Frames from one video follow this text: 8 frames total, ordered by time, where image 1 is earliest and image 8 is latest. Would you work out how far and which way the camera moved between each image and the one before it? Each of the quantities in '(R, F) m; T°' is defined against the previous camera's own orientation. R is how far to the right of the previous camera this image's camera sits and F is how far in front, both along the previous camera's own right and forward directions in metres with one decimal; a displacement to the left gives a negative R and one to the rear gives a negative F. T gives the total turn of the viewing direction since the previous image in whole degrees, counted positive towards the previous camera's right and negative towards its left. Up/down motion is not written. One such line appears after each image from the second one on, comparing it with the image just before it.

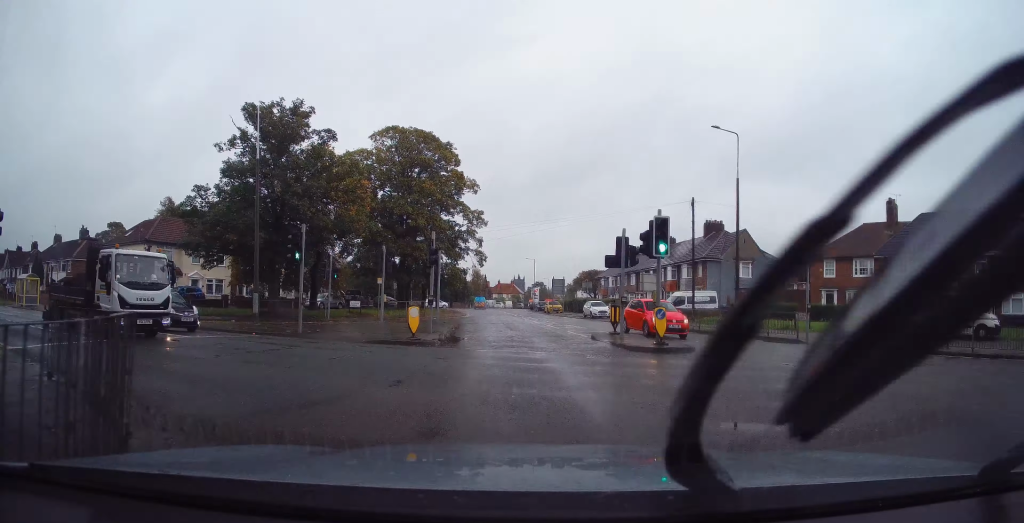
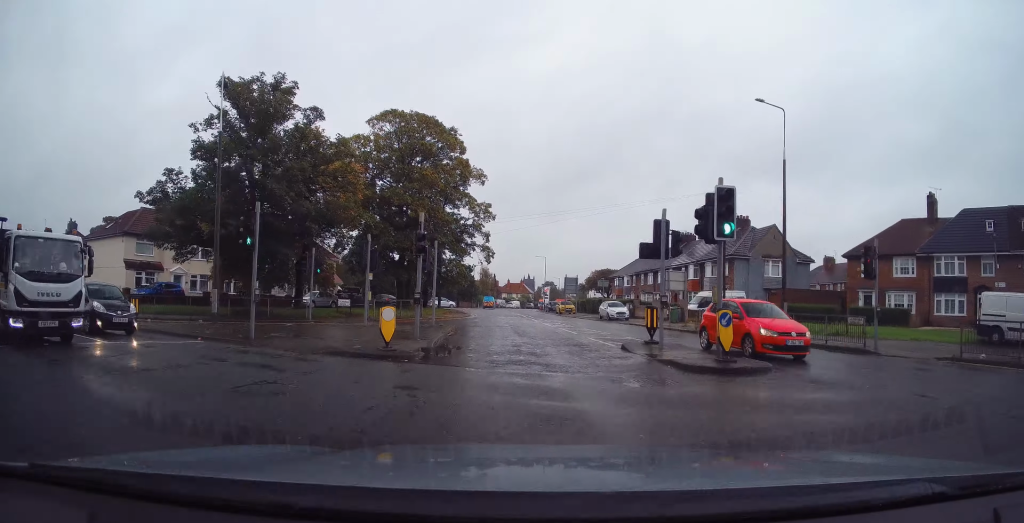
(+0.1, +4.0) m; 0°
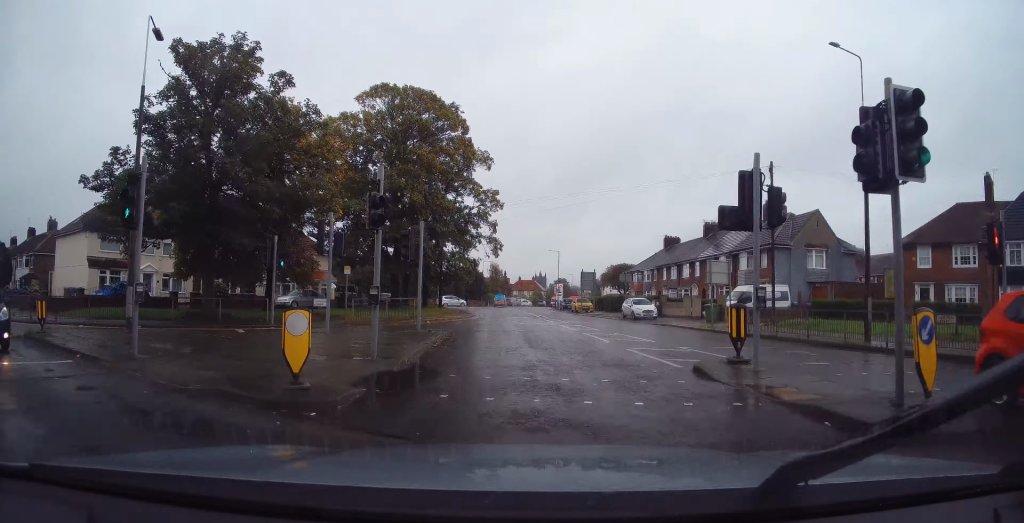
(-0.2, +5.4) m; -3°
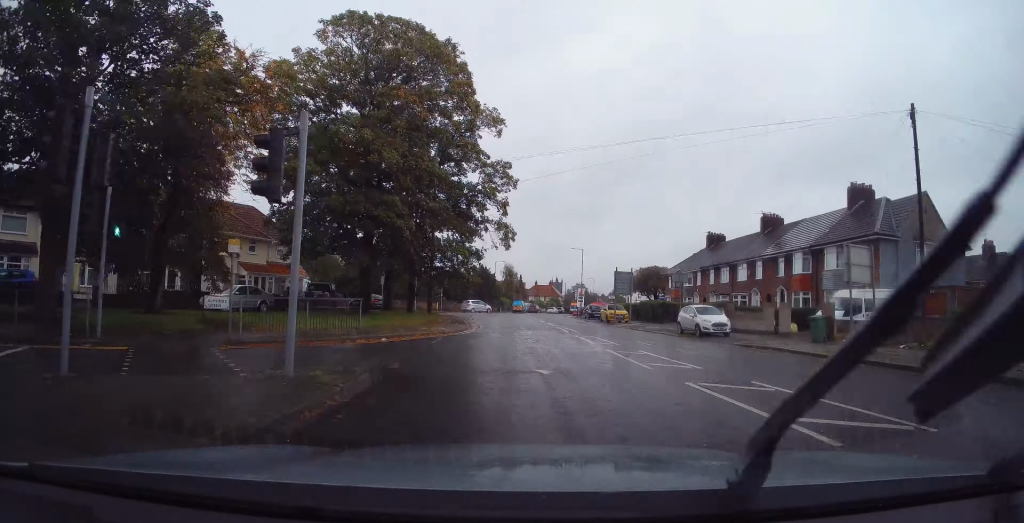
(-0.5, +11.0) m; -4°
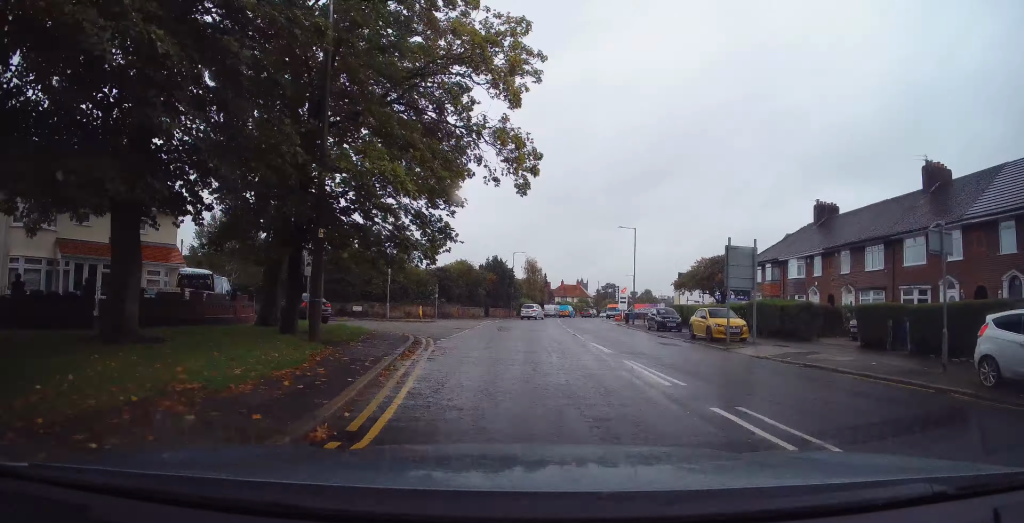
(-0.4, +20.2) m; +2°
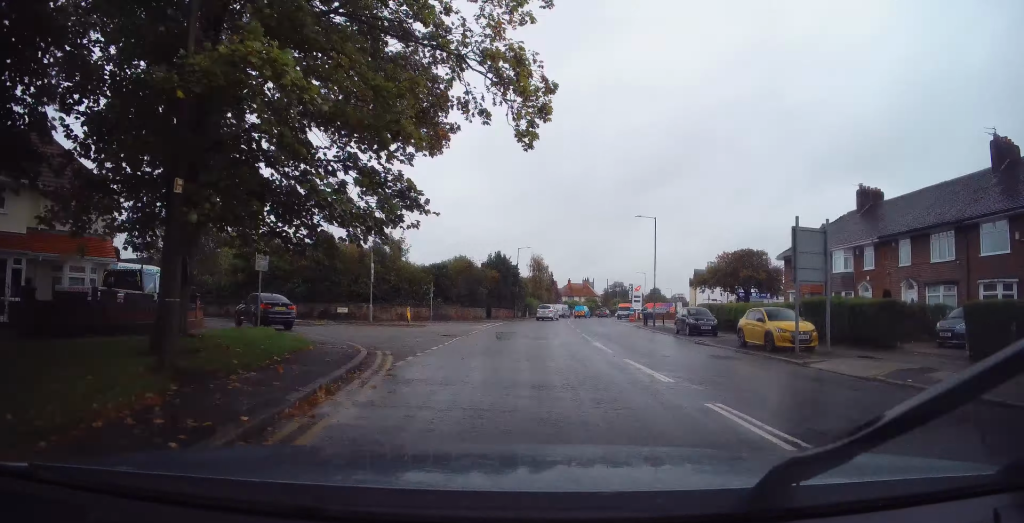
(+0.4, +5.6) m; -2°
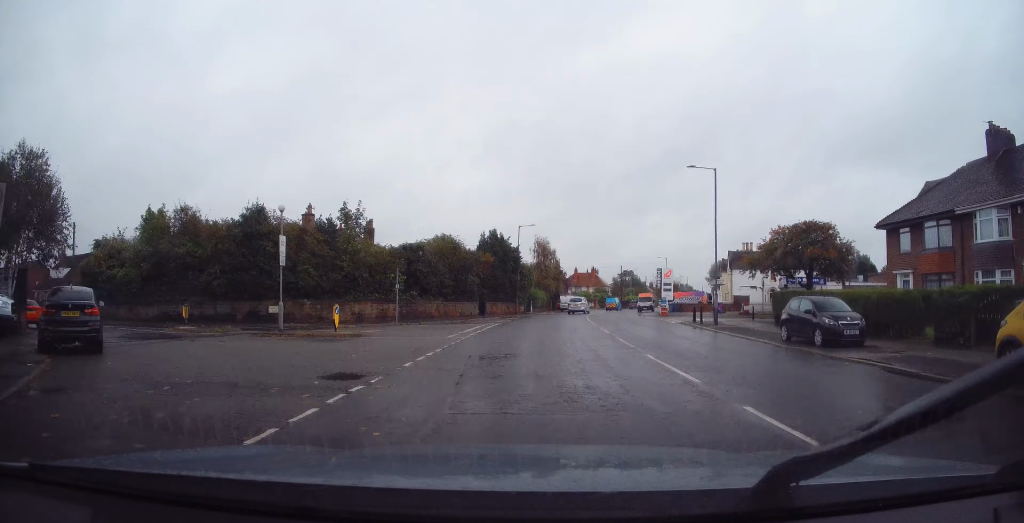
(-1.2, +13.4) m; -7°
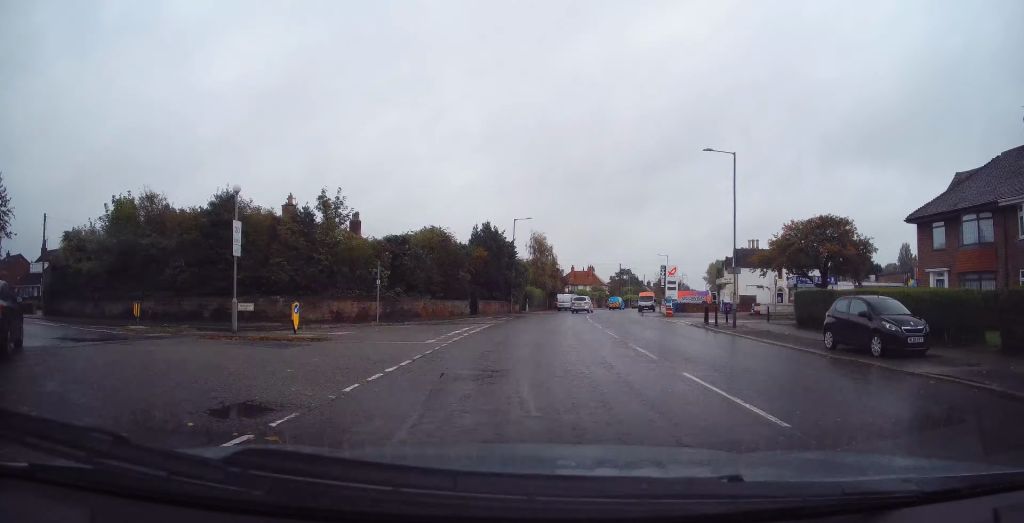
(0.0, +3.4) m; +2°
